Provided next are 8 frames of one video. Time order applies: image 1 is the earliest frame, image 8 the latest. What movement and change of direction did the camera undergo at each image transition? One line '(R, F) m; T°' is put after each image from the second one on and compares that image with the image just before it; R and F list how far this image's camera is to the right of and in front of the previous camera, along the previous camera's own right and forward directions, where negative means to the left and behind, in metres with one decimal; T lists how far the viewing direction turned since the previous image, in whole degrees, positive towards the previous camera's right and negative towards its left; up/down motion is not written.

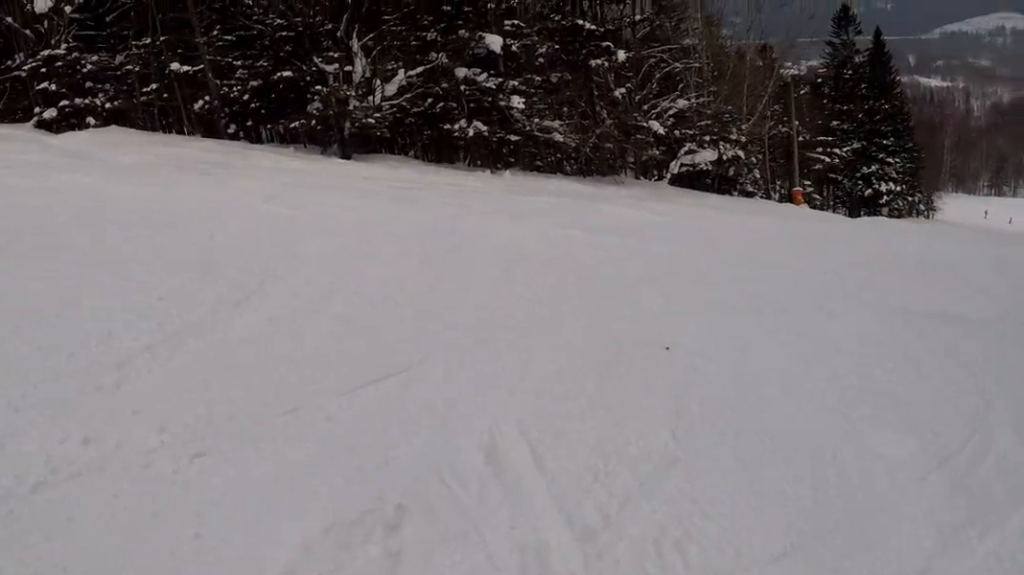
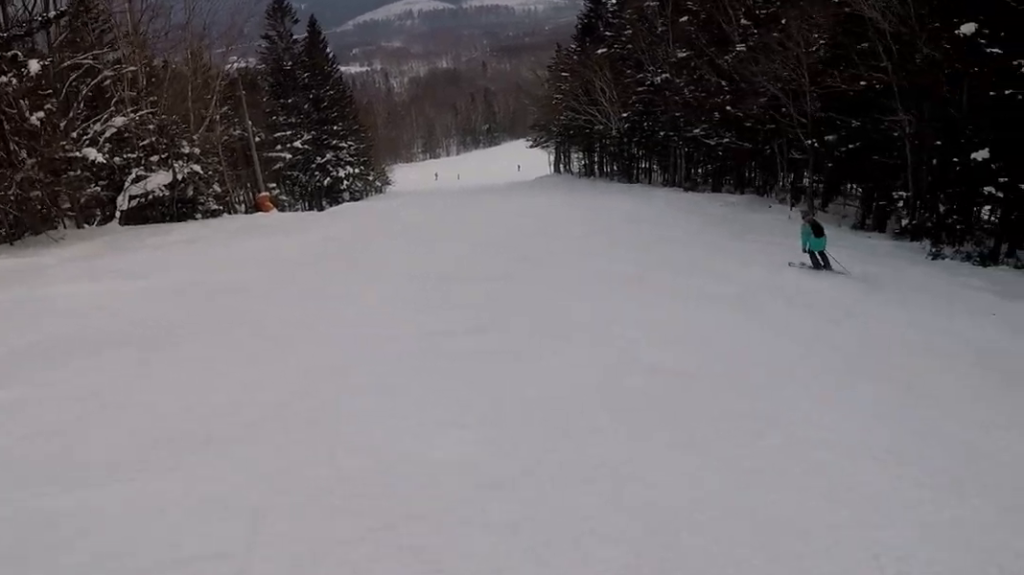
(+1.0, +5.7) m; +26°
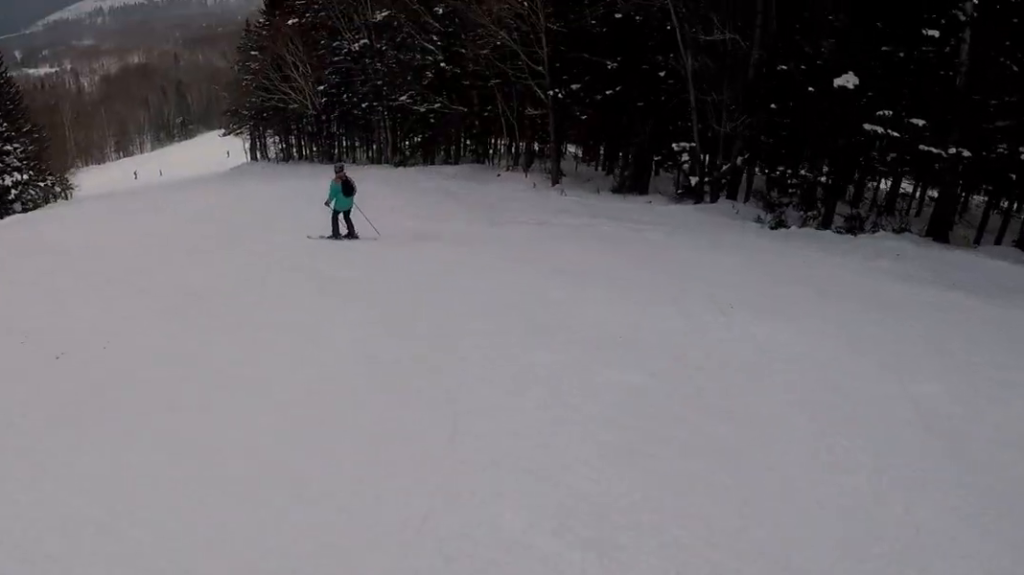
(+1.5, +6.8) m; +16°
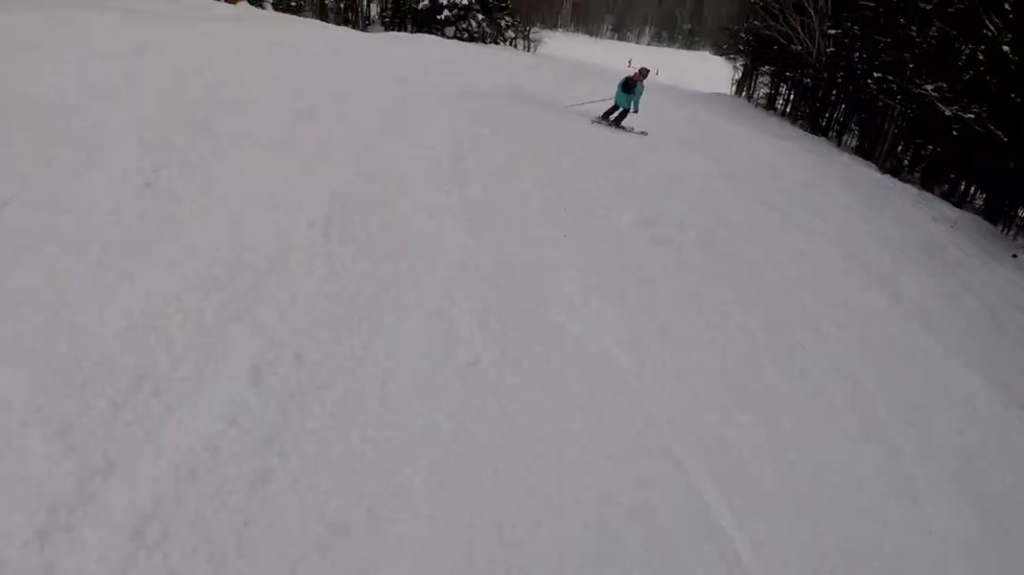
(-1.0, +8.4) m; -22°
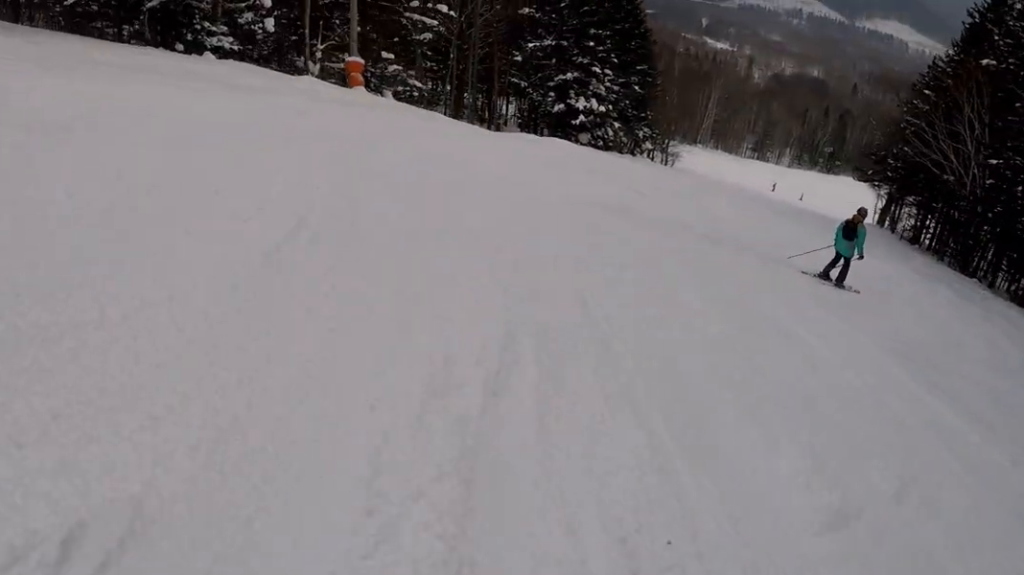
(-0.5, +2.4) m; -7°
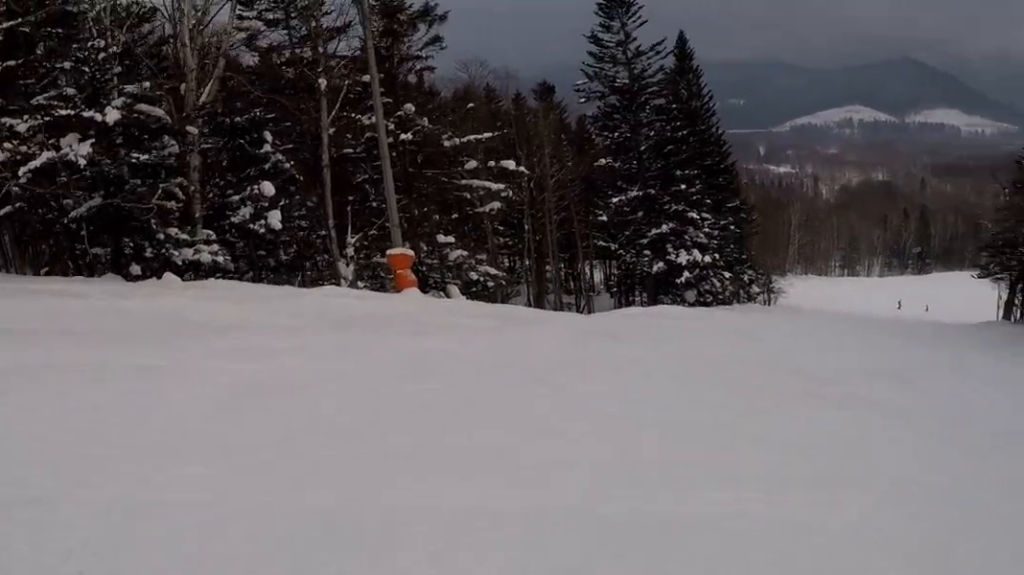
(-0.7, +7.7) m; -5°
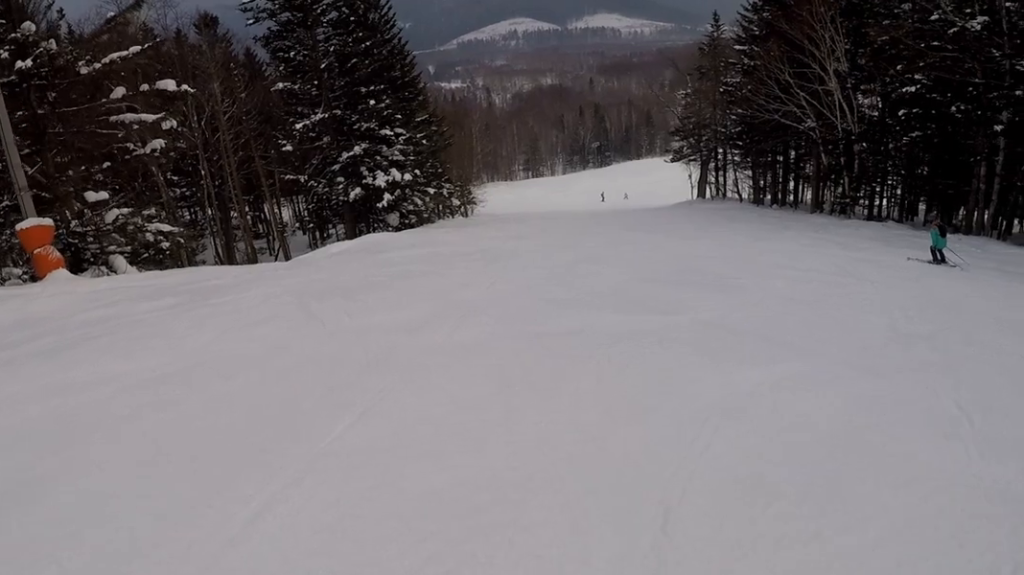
(0.0, +4.1) m; +17°
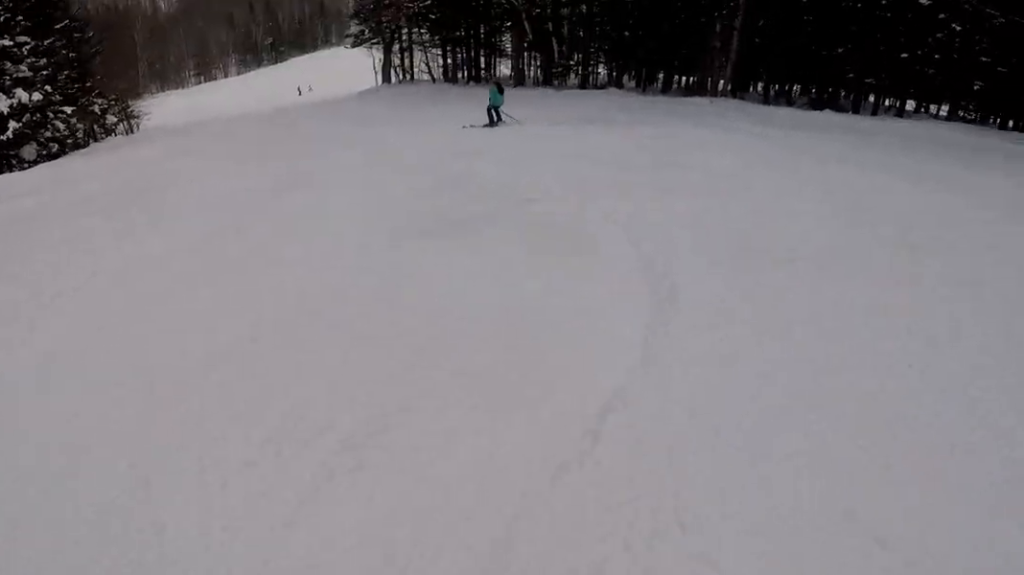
(+1.6, +5.0) m; +26°
